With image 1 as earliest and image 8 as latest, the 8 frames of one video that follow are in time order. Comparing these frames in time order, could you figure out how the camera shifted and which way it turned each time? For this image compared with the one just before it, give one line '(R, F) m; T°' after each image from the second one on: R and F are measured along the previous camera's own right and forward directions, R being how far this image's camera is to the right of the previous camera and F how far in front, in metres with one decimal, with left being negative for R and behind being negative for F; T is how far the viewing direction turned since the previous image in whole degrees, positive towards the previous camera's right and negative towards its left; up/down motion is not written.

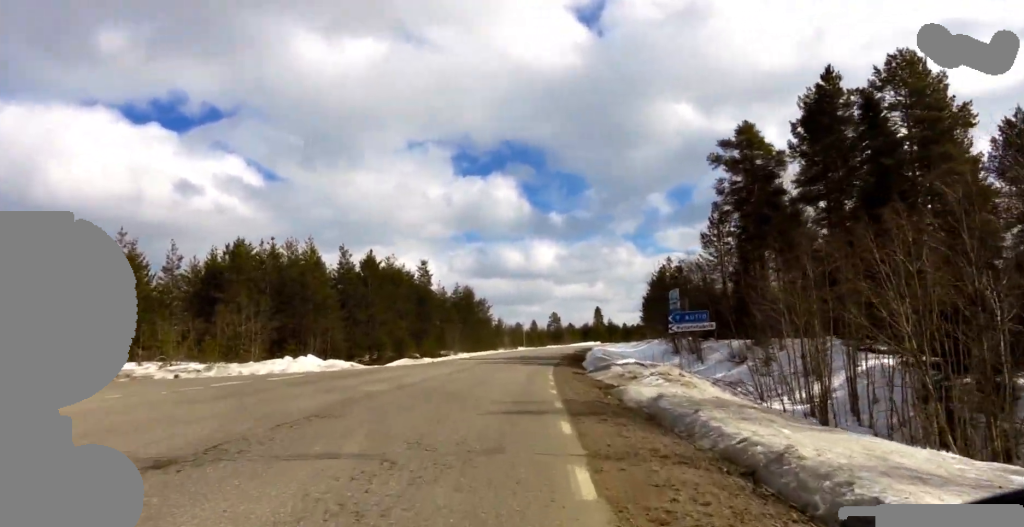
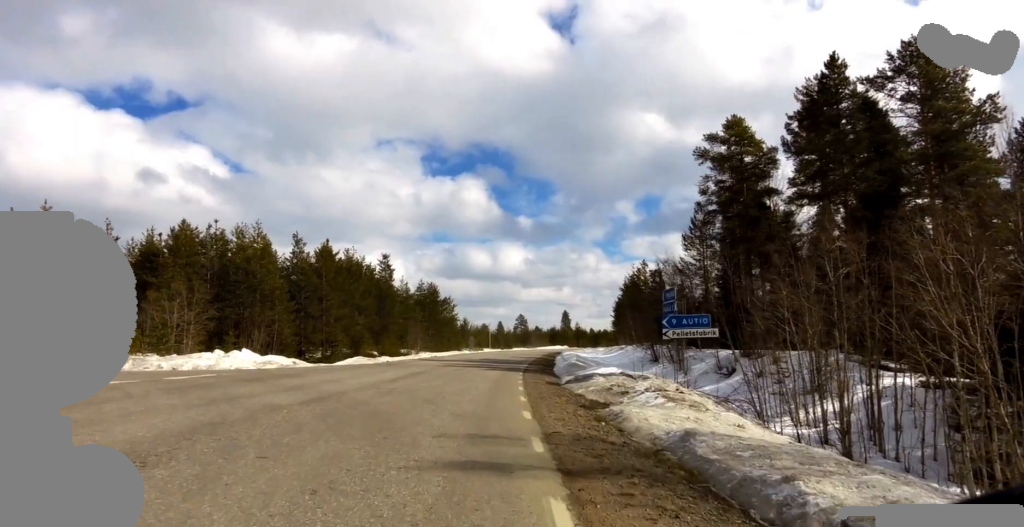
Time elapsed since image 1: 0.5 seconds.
(0.0, +3.7) m; 0°
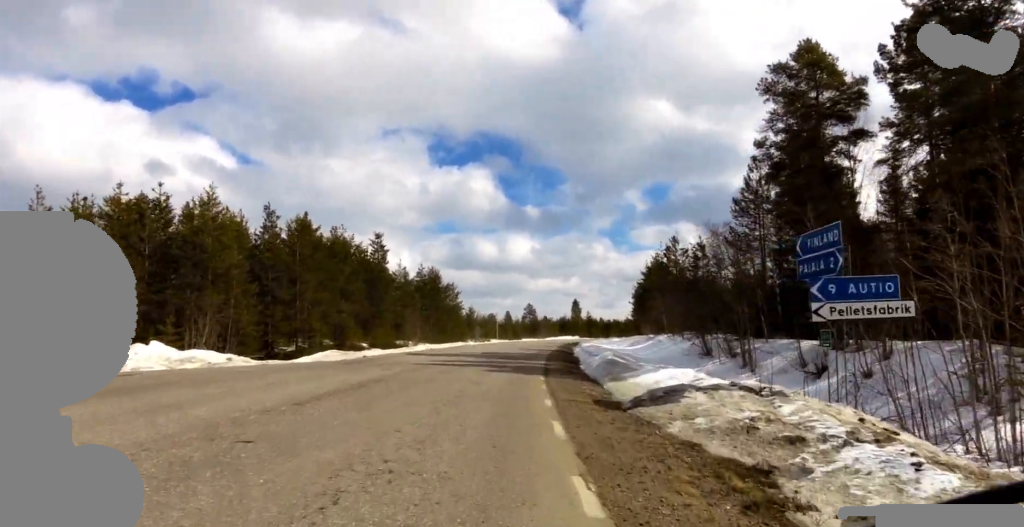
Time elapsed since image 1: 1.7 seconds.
(0.0, +8.5) m; 0°
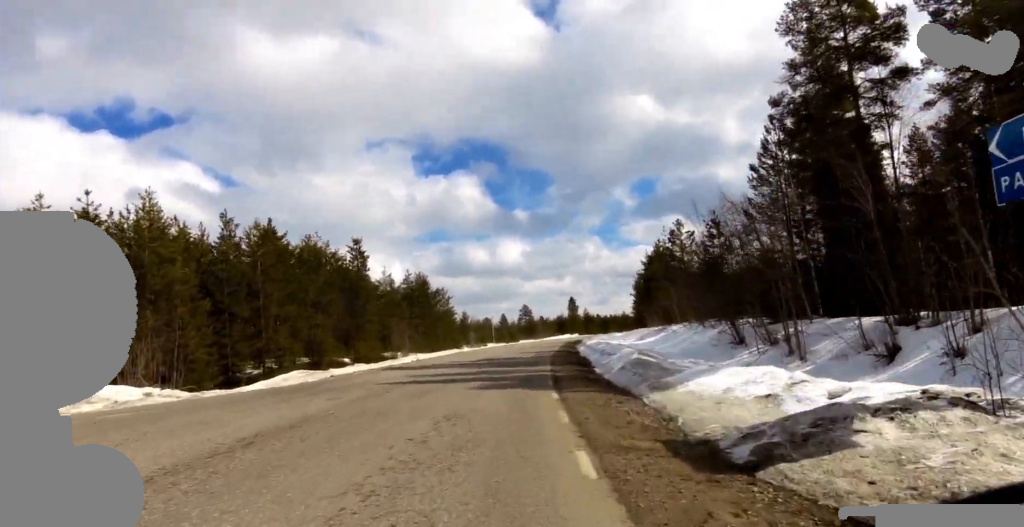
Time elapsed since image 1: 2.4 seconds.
(0.0, +5.1) m; 0°
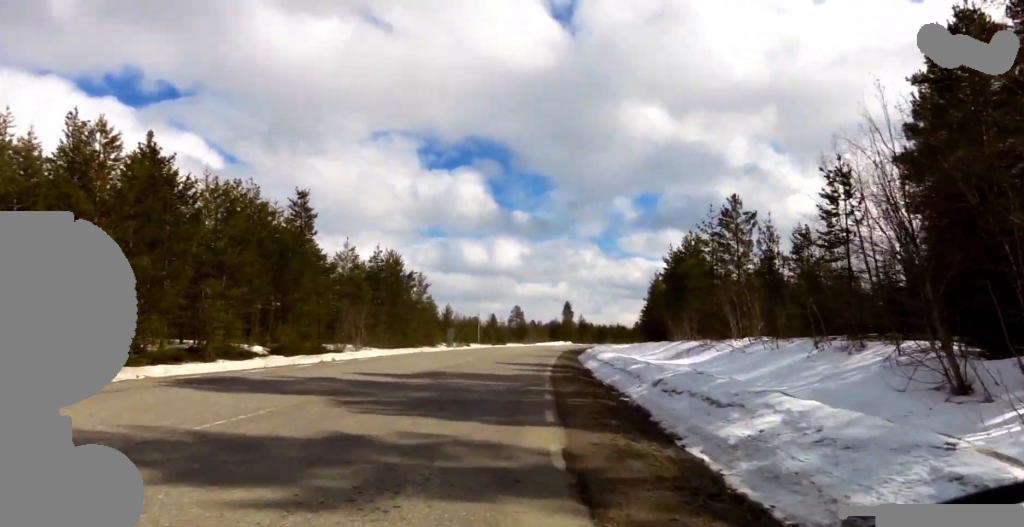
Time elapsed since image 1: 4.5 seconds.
(+1.6, +14.9) m; +6°
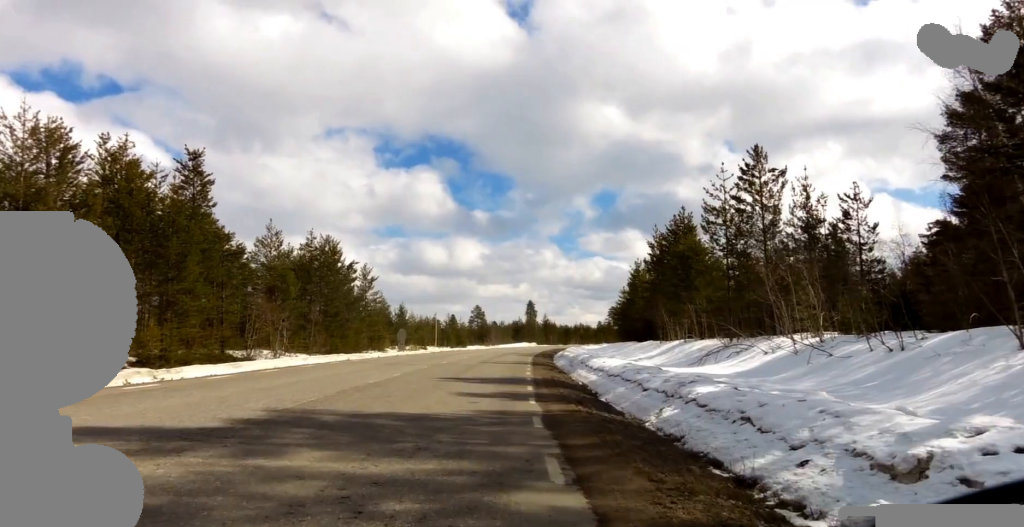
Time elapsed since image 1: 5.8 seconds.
(-2.2, +9.3) m; -6°
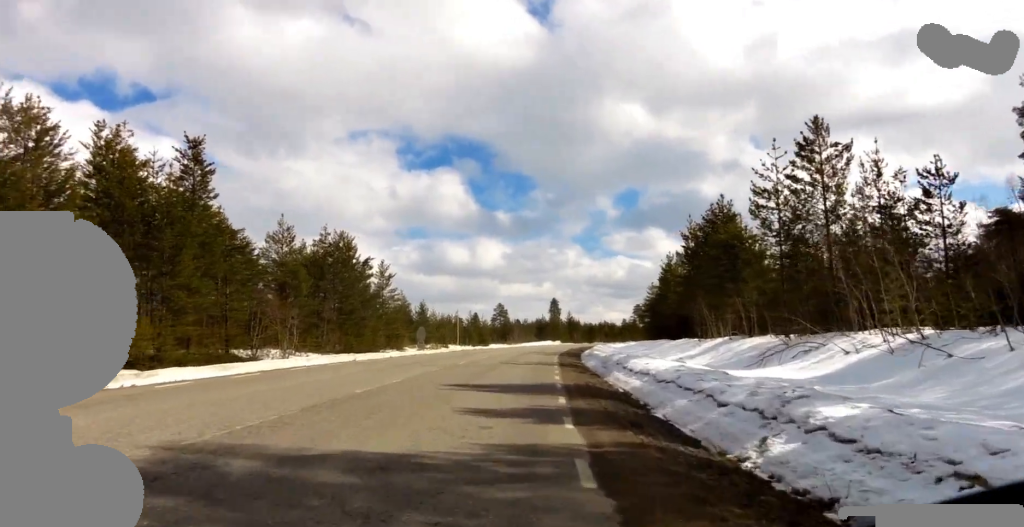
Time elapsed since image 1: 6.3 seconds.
(+0.8, +3.1) m; +4°
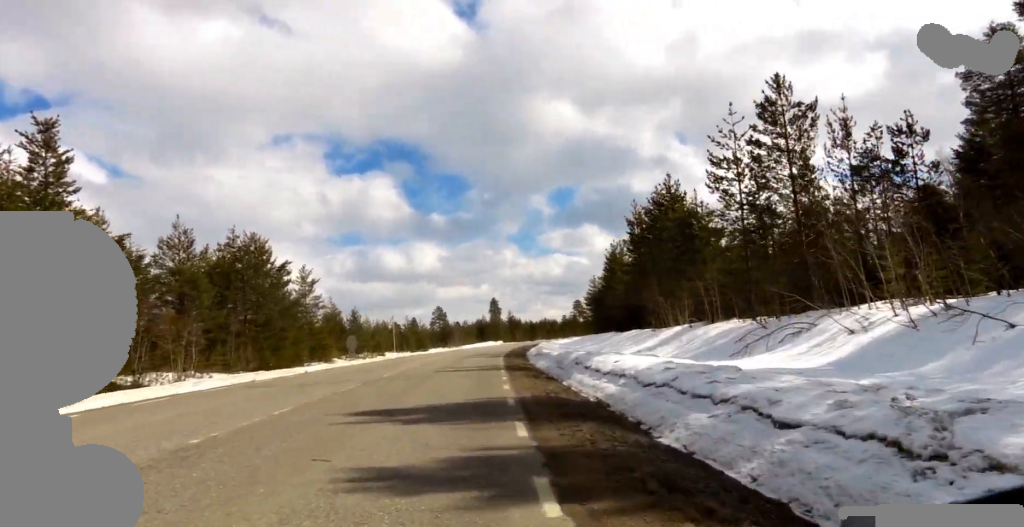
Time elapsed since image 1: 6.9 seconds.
(+1.4, +3.9) m; +7°
